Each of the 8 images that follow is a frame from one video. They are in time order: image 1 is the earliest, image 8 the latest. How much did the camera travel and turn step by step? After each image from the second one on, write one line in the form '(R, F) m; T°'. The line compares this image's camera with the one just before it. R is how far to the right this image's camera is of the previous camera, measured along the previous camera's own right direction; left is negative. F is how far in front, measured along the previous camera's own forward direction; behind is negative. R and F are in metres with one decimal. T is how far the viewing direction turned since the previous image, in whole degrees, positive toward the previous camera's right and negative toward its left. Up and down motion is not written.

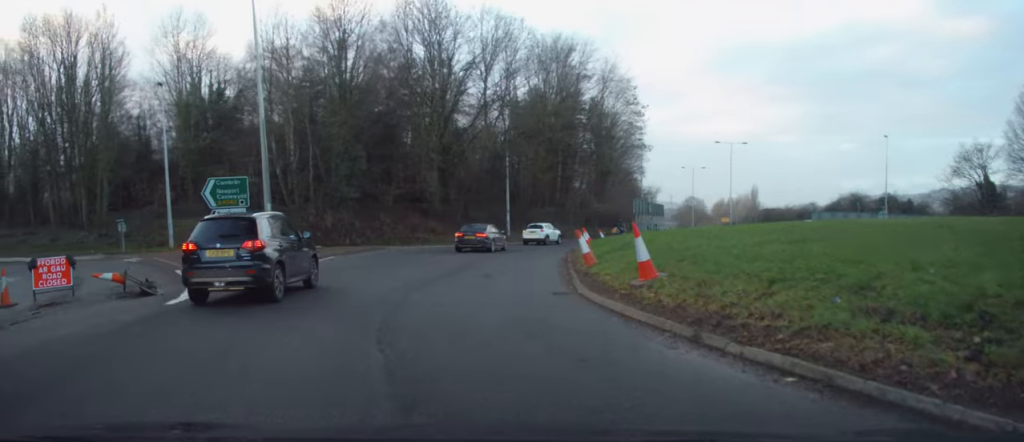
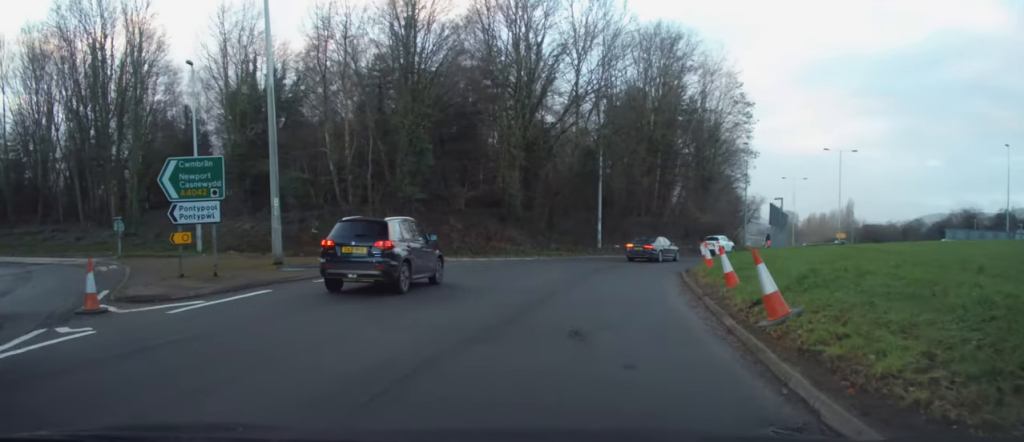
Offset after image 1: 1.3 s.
(-0.3, +8.1) m; -1°
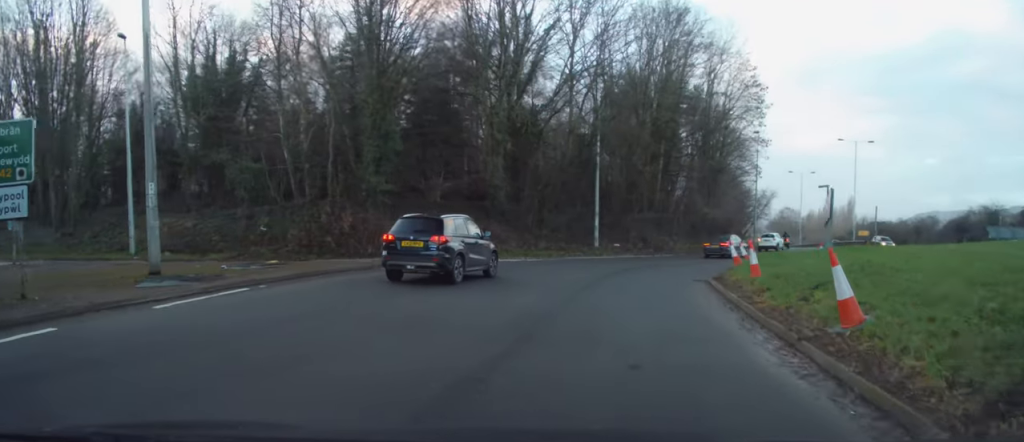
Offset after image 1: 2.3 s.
(-0.1, +6.1) m; +2°
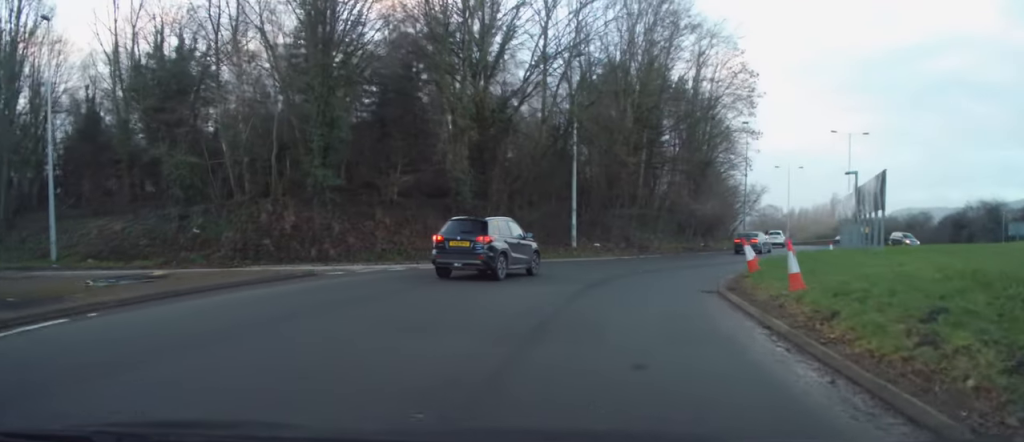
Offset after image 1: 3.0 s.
(0.0, +4.2) m; +3°
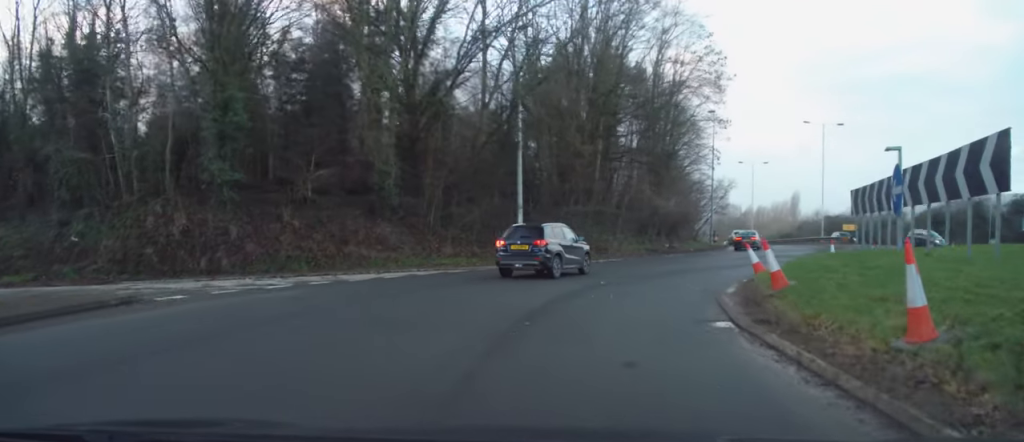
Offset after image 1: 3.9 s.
(+0.4, +5.0) m; +4°
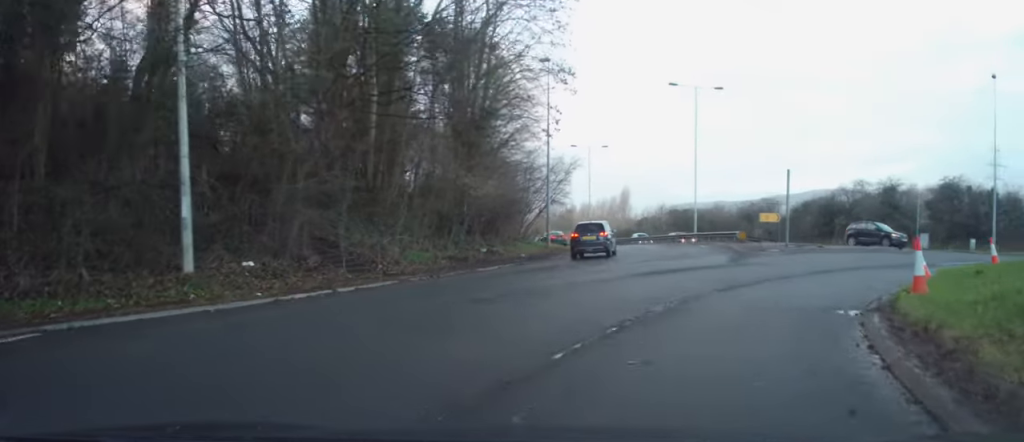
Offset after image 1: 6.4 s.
(+0.2, +13.9) m; +10°
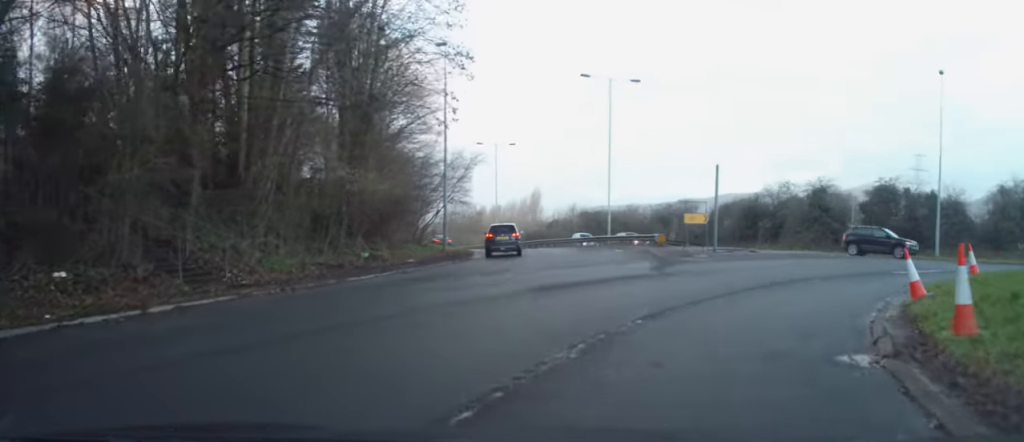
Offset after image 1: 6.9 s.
(+0.2, +3.6) m; +7°
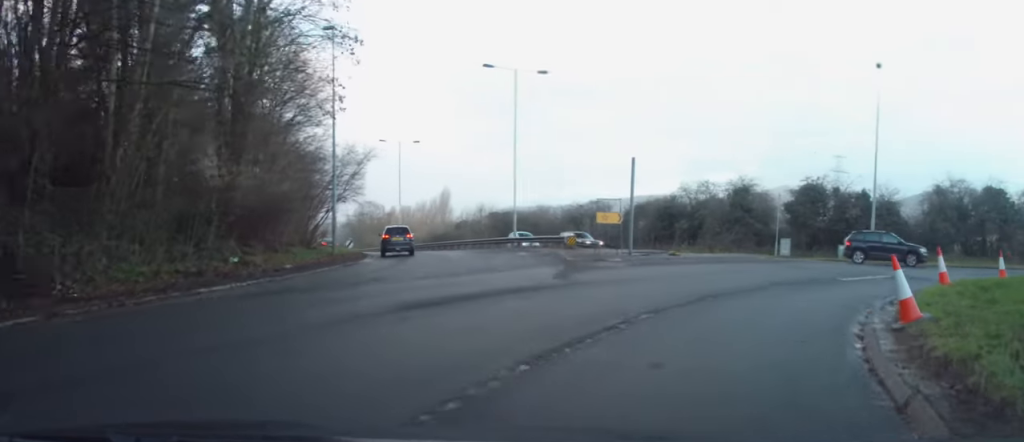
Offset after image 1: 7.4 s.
(+0.2, +3.0) m; +7°
